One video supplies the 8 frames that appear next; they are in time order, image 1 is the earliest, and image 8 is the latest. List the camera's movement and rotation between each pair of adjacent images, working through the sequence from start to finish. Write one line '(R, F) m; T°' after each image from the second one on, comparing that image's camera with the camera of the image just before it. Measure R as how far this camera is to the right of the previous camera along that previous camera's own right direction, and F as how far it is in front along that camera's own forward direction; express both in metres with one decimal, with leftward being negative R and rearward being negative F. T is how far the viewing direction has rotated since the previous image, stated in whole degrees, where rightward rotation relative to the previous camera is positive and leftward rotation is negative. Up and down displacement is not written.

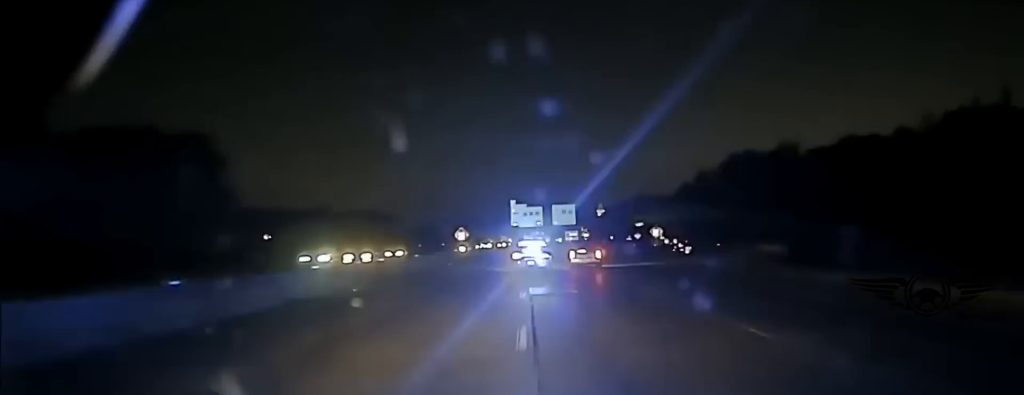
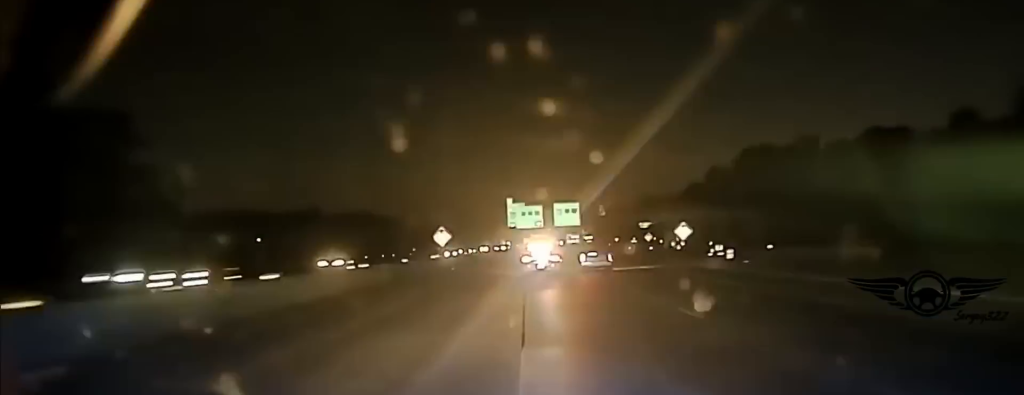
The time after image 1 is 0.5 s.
(+0.2, +18.1) m; 0°
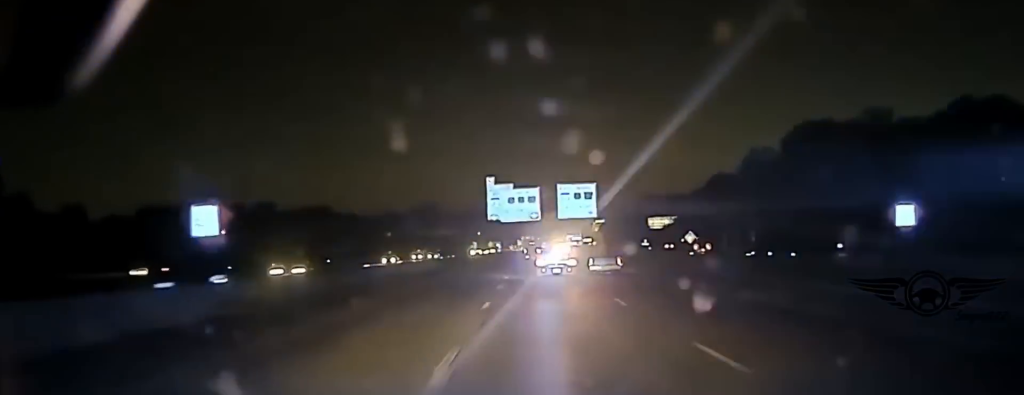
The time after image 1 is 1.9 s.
(+0.2, +54.5) m; 0°
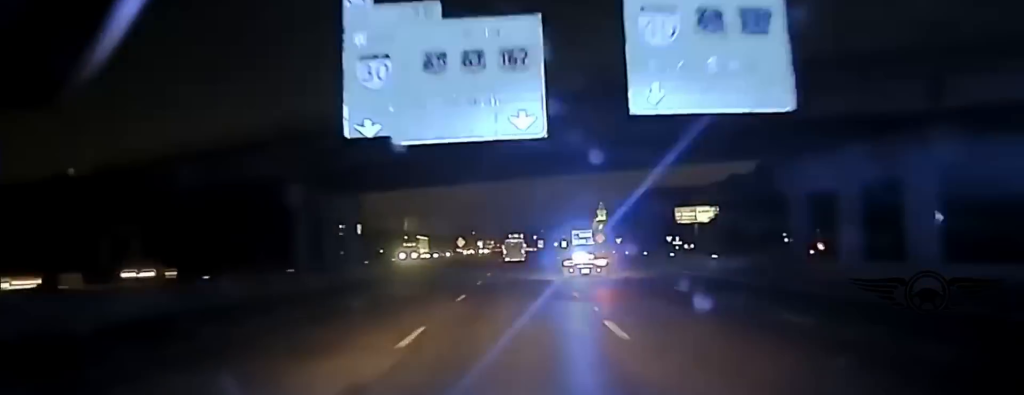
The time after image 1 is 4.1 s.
(-0.3, +83.3) m; 0°
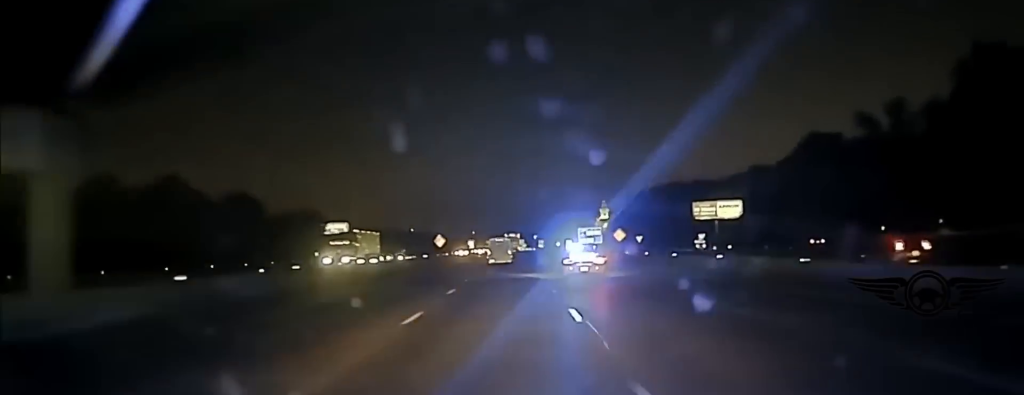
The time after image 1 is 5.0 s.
(+0.1, +32.0) m; 0°
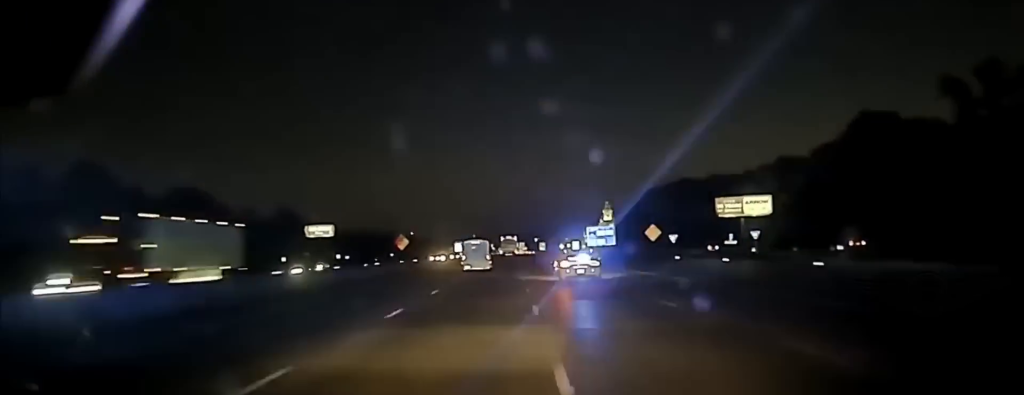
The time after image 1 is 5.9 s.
(0.0, +31.9) m; 0°
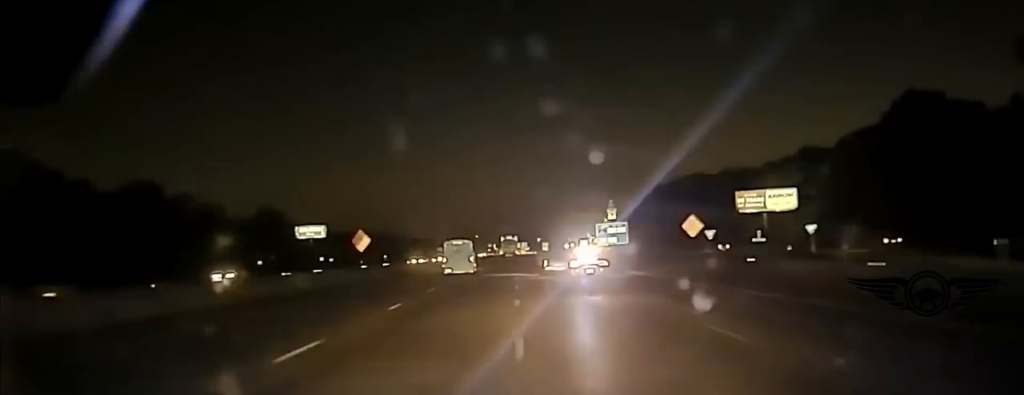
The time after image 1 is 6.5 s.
(0.0, +22.8) m; 0°
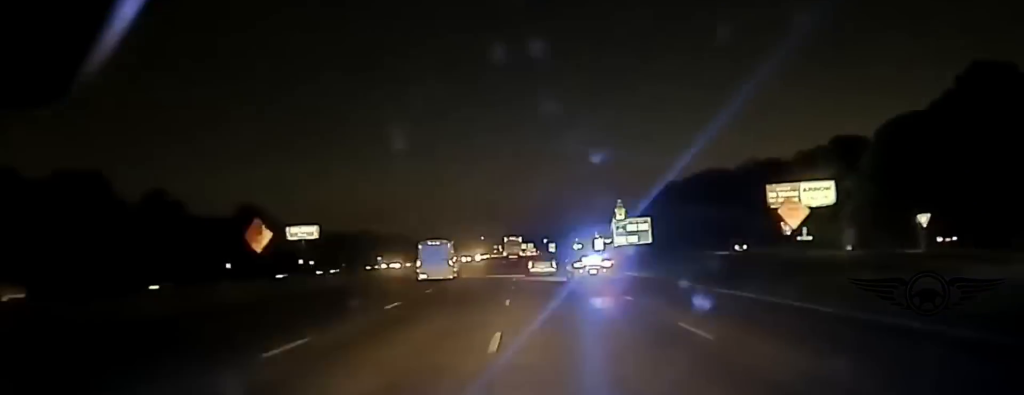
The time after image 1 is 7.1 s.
(+0.1, +22.8) m; 0°
